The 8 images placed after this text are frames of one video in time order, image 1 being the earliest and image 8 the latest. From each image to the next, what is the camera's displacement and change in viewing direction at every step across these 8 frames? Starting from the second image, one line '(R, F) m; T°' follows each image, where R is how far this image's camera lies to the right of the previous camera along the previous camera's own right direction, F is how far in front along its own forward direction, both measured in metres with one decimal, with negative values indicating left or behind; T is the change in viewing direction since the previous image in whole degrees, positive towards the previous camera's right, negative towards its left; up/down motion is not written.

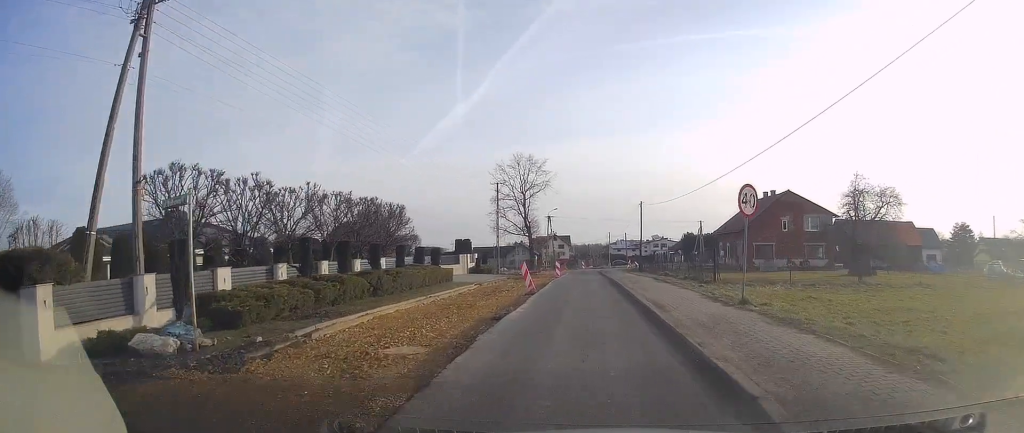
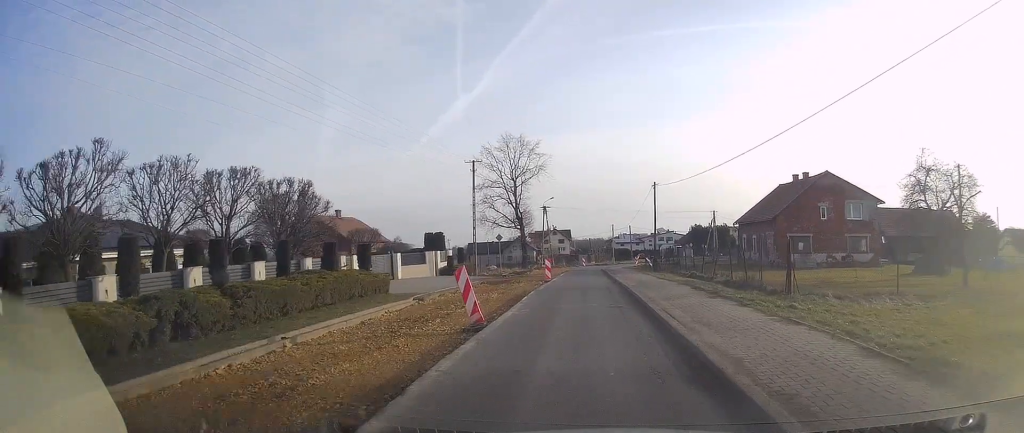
(0.0, +10.9) m; -1°
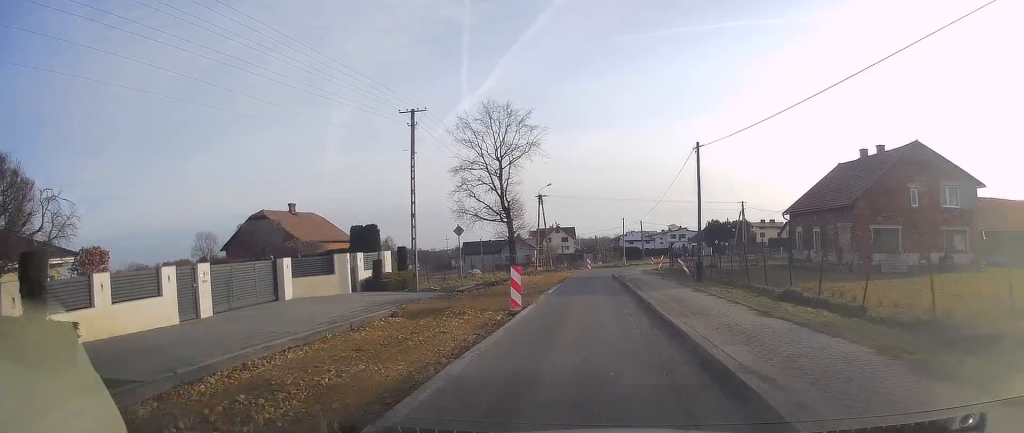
(-0.2, +16.0) m; -1°
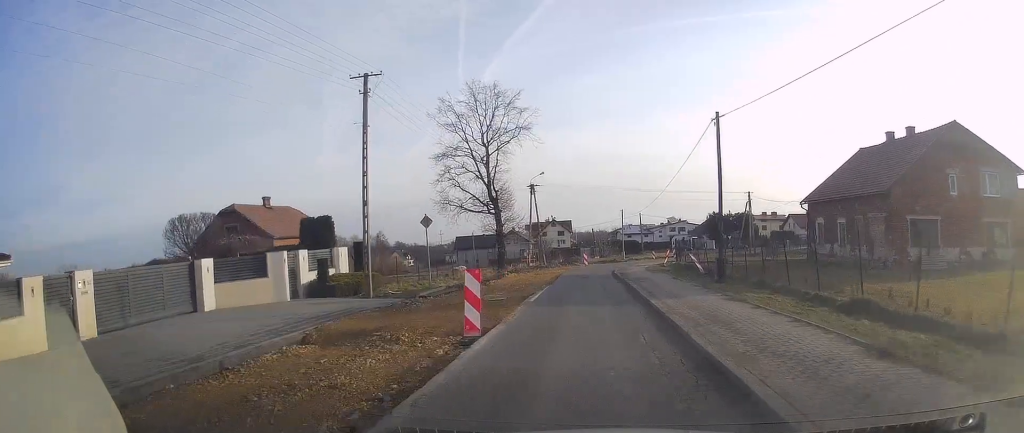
(0.0, +5.3) m; 0°
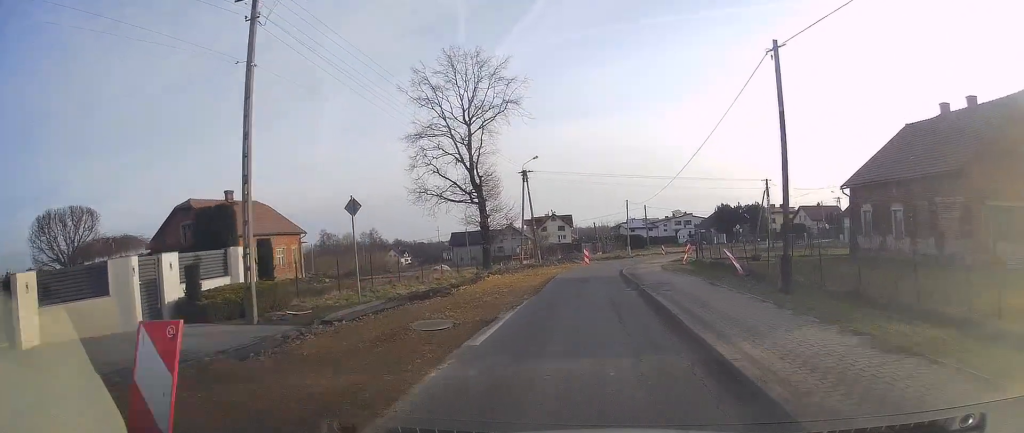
(+0.1, +7.7) m; 0°
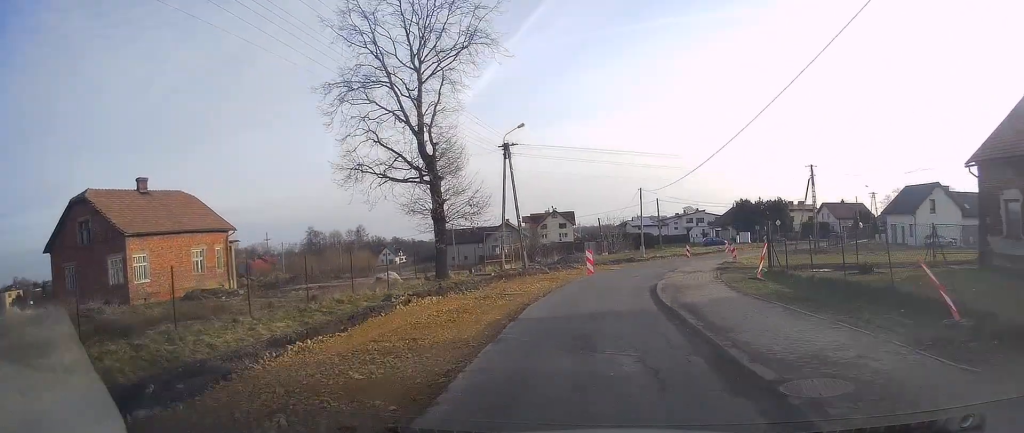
(0.0, +13.9) m; +1°
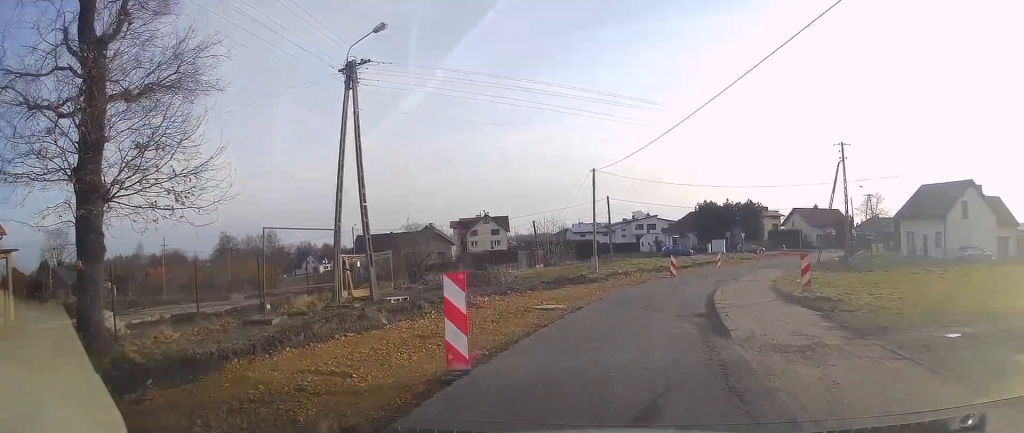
(+0.5, +18.8) m; +5°
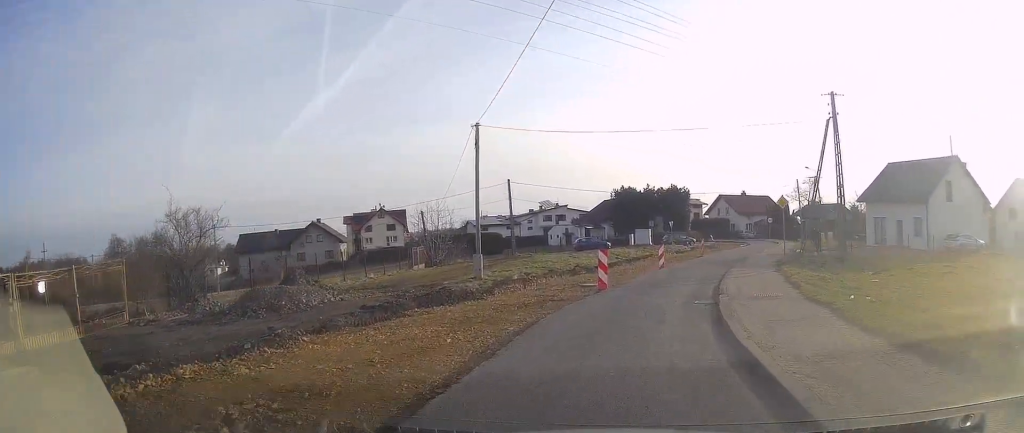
(+0.8, +11.6) m; +8°
